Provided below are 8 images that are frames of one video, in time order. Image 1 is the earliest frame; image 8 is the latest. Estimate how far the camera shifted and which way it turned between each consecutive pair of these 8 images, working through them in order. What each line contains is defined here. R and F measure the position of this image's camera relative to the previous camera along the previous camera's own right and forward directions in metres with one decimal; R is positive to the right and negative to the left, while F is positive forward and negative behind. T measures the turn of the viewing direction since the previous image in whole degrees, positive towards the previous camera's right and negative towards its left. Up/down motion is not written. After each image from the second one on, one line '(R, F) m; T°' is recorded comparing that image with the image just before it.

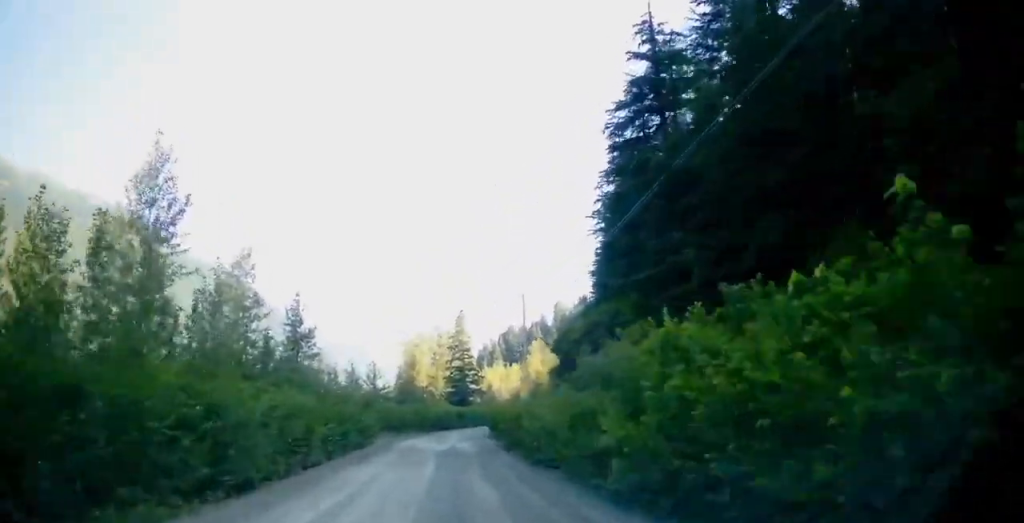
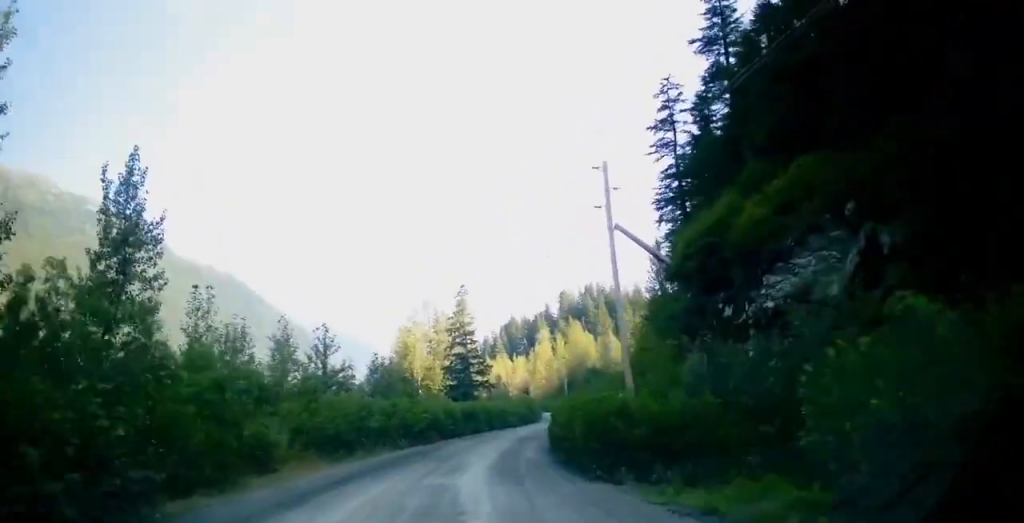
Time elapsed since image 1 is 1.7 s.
(-3.3, +31.0) m; -2°
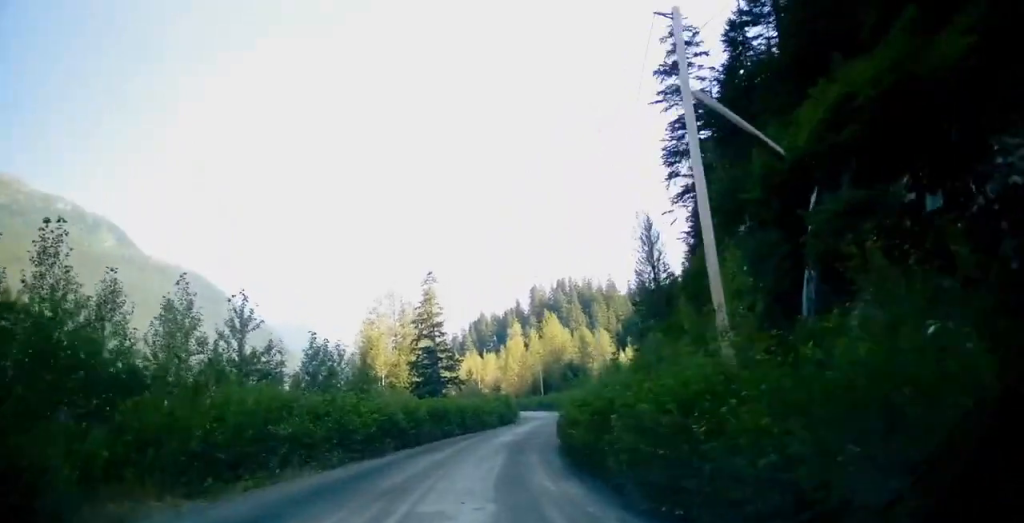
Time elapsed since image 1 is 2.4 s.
(+0.4, +12.5) m; +3°
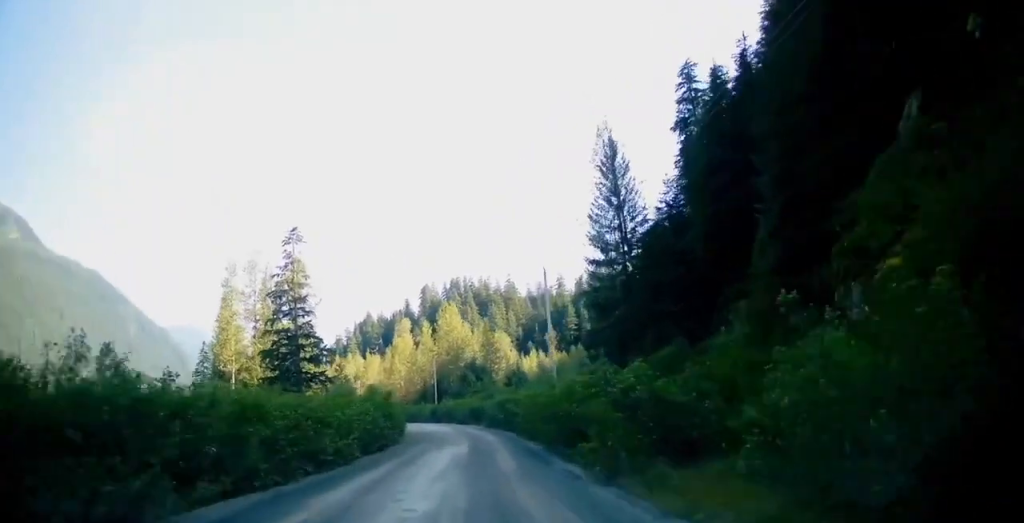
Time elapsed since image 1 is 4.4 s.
(+2.5, +34.4) m; +8°
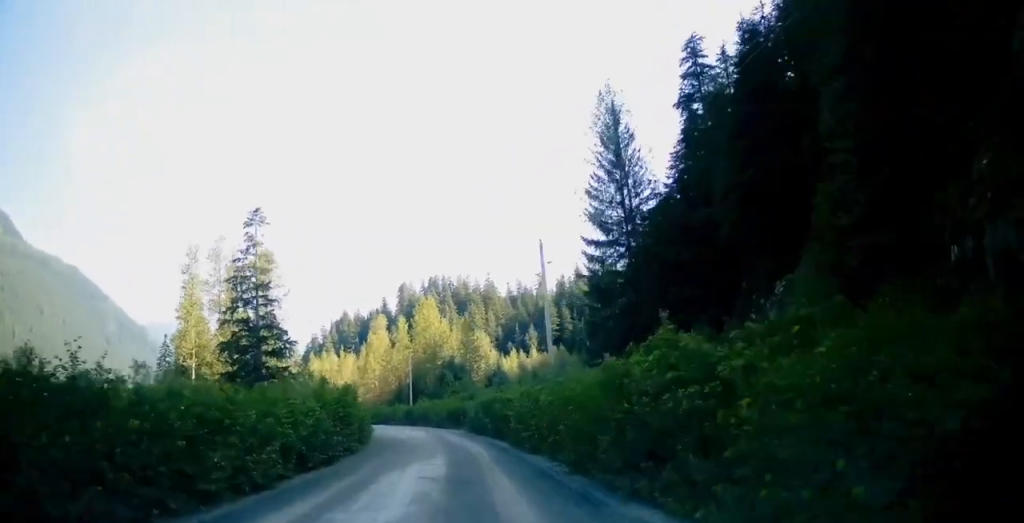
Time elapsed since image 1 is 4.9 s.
(+0.3, +9.0) m; +2°
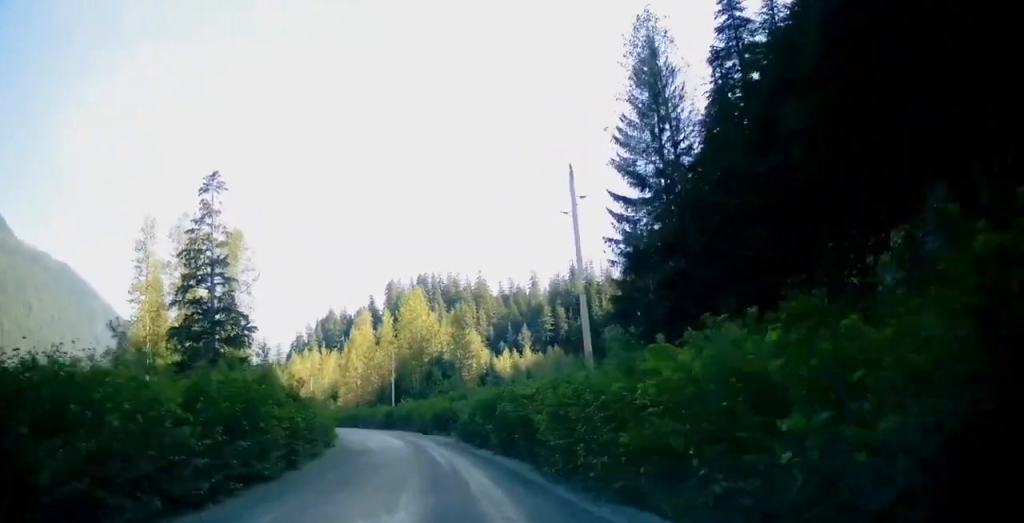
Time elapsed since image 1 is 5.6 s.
(+0.1, +13.1) m; +1°
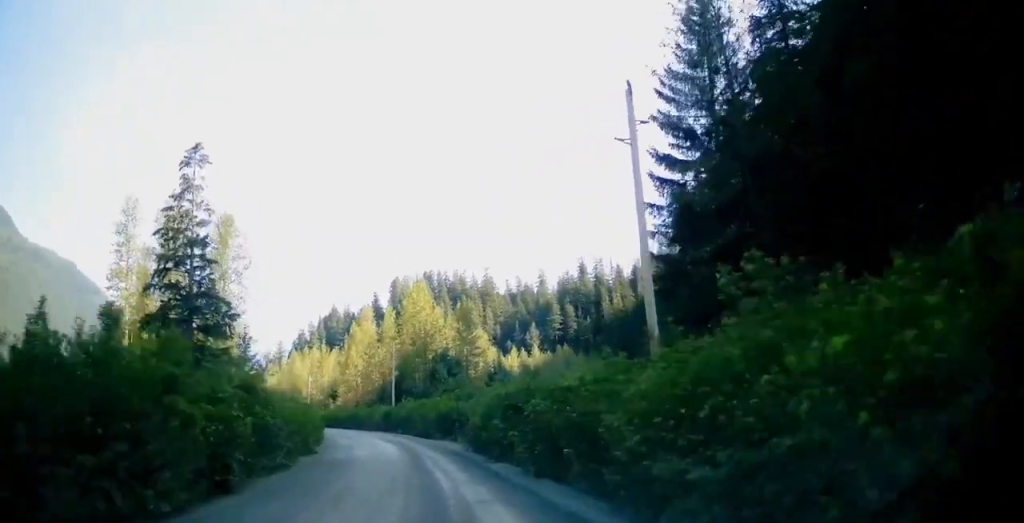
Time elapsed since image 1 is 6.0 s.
(-0.1, +7.8) m; 0°
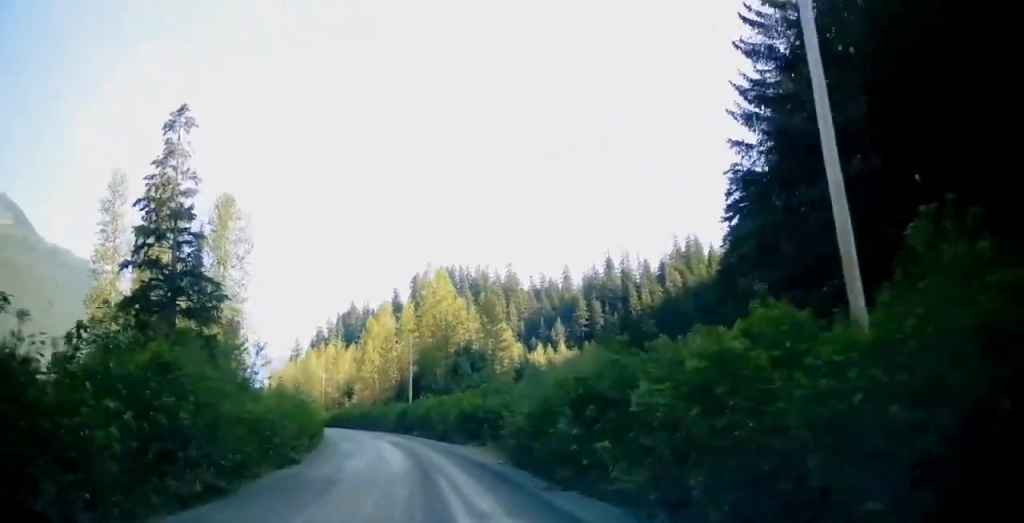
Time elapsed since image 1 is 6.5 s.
(+0.2, +9.0) m; -2°
